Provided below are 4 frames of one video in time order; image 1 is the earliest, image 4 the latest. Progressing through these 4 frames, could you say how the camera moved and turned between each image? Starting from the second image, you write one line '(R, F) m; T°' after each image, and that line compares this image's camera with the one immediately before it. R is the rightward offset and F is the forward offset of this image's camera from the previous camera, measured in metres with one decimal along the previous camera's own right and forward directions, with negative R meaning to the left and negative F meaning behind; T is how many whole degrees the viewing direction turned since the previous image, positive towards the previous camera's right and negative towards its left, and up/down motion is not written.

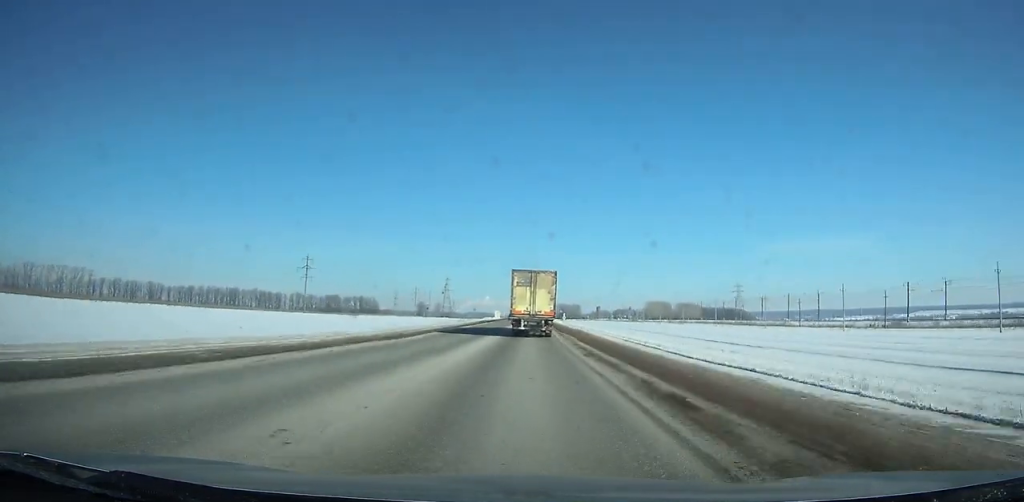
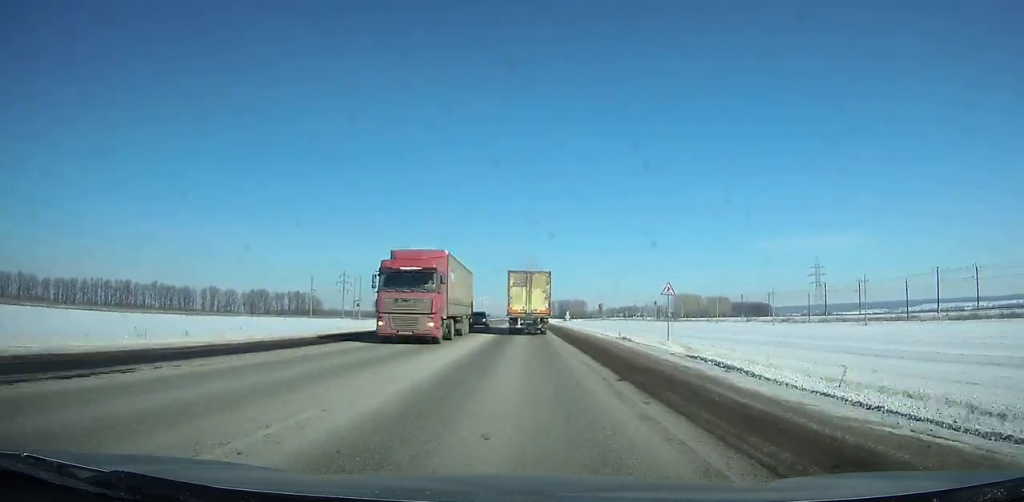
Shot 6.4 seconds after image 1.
(+1.3, +137.6) m; +1°
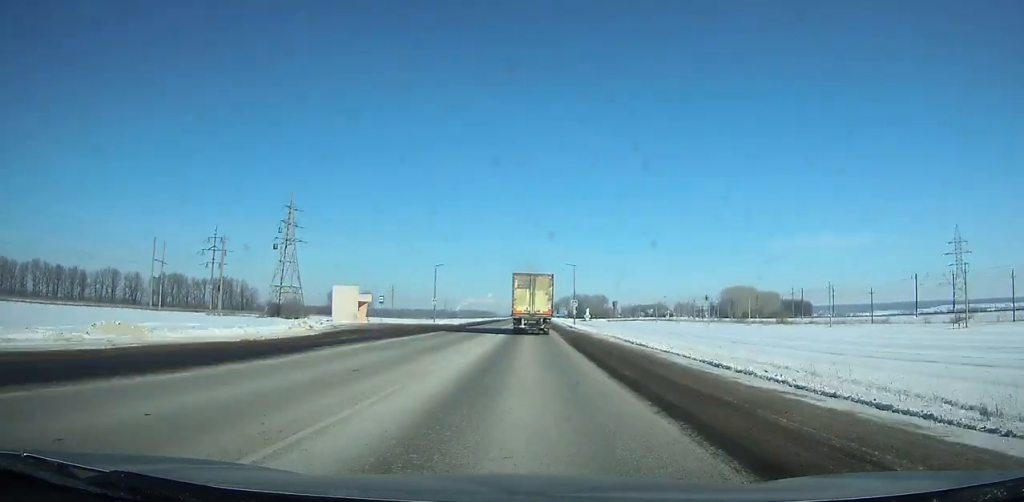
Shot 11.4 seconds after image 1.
(-0.7, +112.0) m; -1°
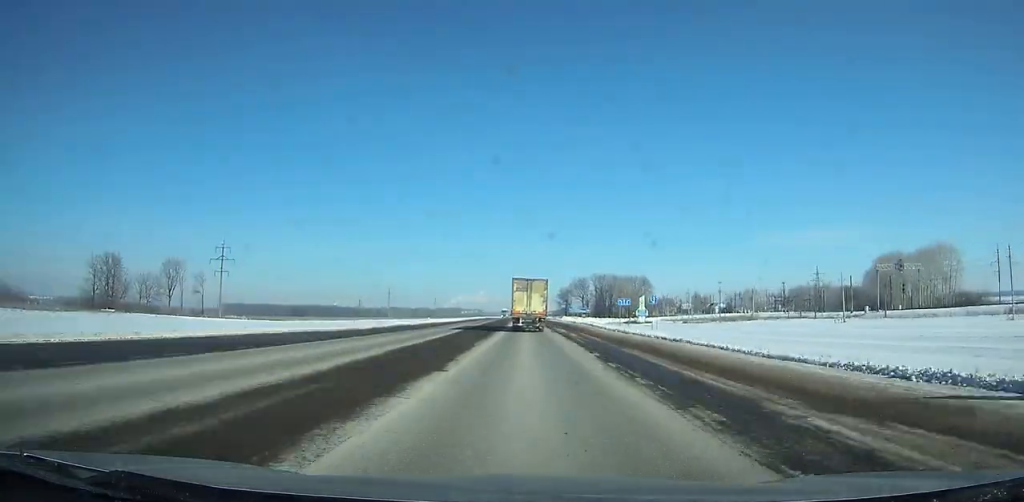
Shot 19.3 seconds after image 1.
(+0.1, +184.7) m; 0°
